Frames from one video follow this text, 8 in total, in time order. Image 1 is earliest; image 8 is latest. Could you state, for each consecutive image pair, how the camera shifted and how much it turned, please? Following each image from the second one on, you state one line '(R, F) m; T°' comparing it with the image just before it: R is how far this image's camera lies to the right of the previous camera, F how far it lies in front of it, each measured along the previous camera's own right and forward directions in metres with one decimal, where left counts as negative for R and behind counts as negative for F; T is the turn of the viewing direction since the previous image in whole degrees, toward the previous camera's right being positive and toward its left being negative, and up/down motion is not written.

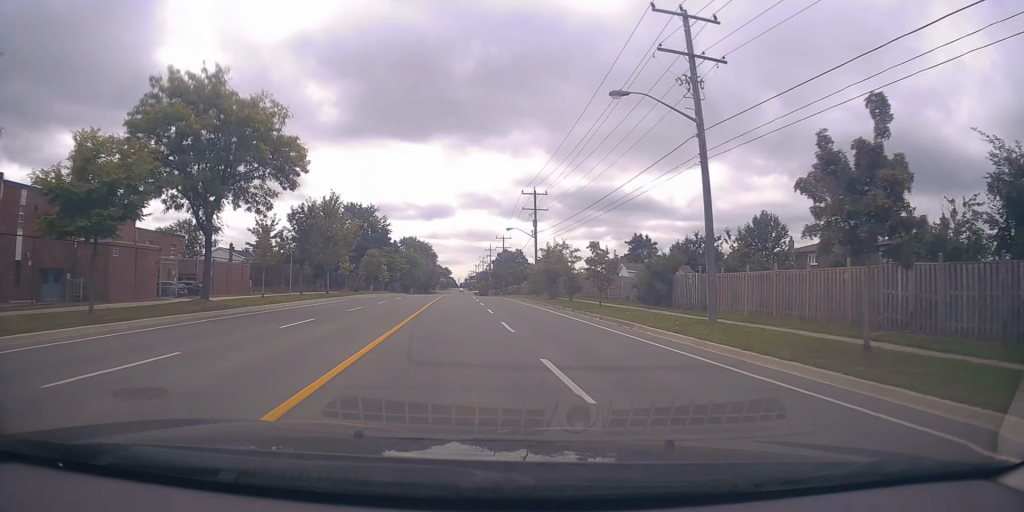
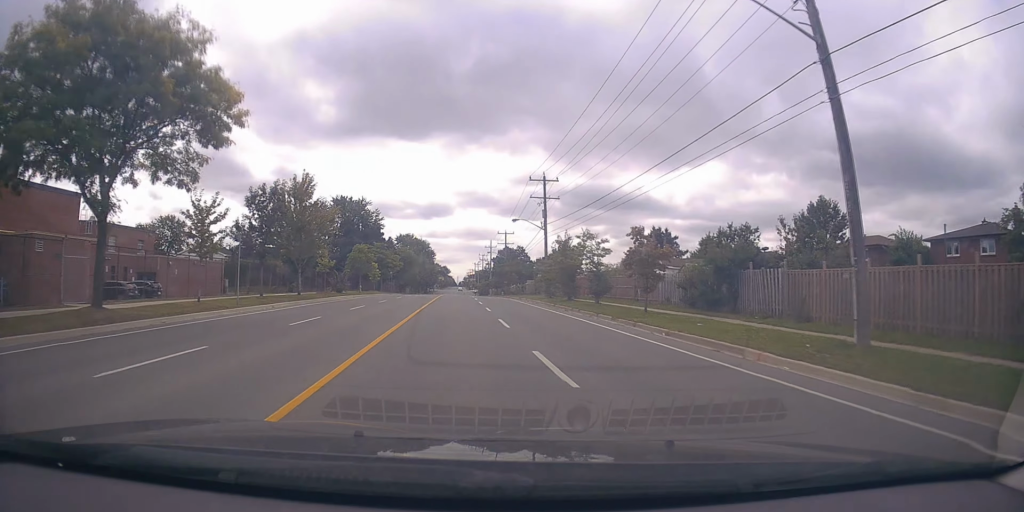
(+0.1, +8.3) m; 0°
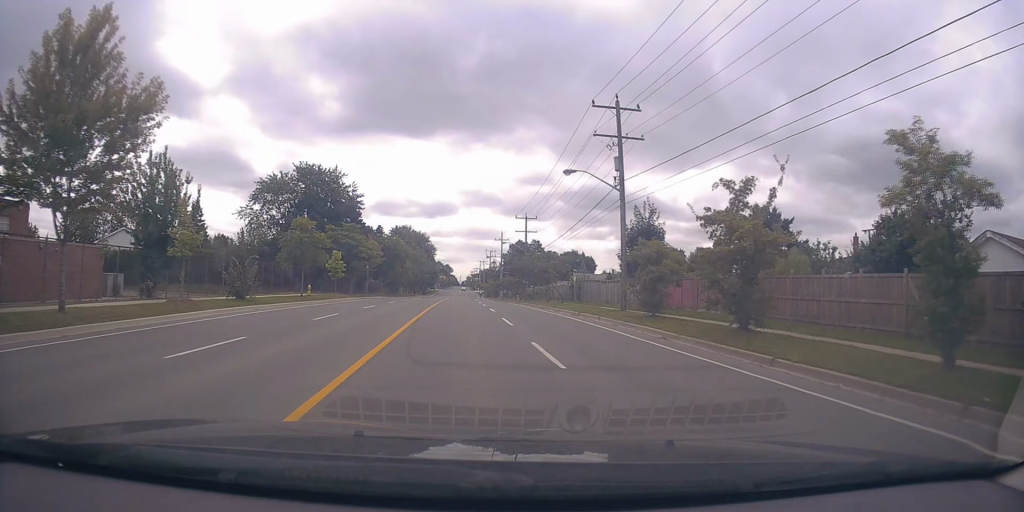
(-0.3, +25.6) m; 0°
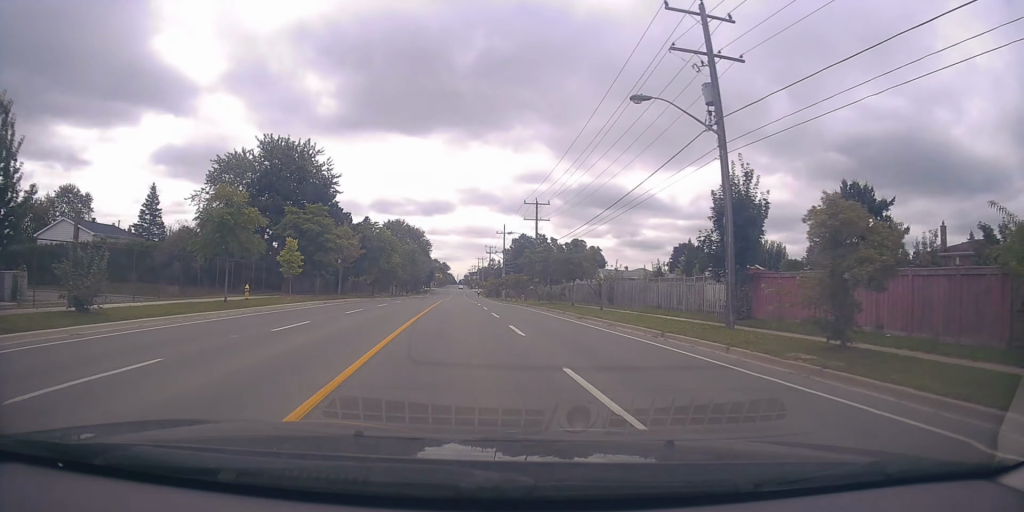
(+0.2, +13.0) m; 0°
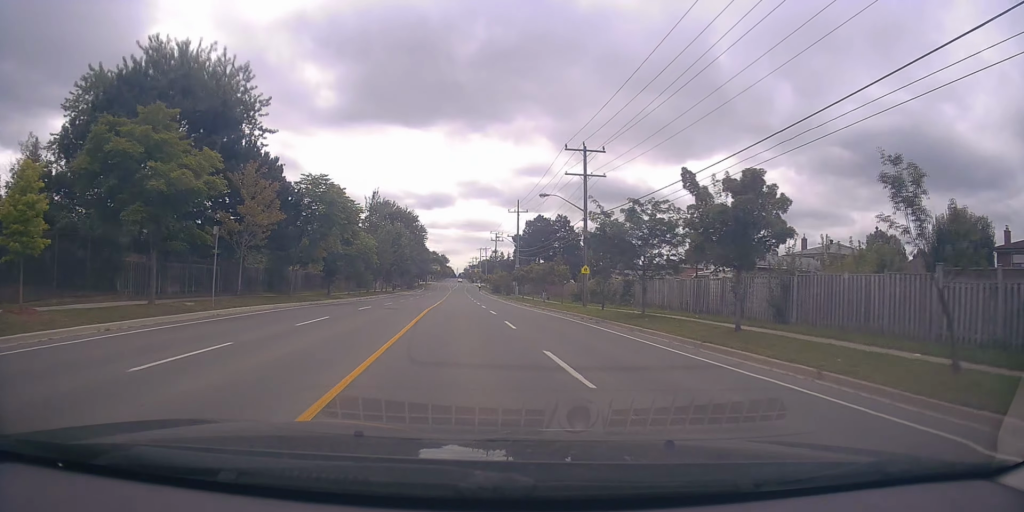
(-0.3, +24.9) m; 0°
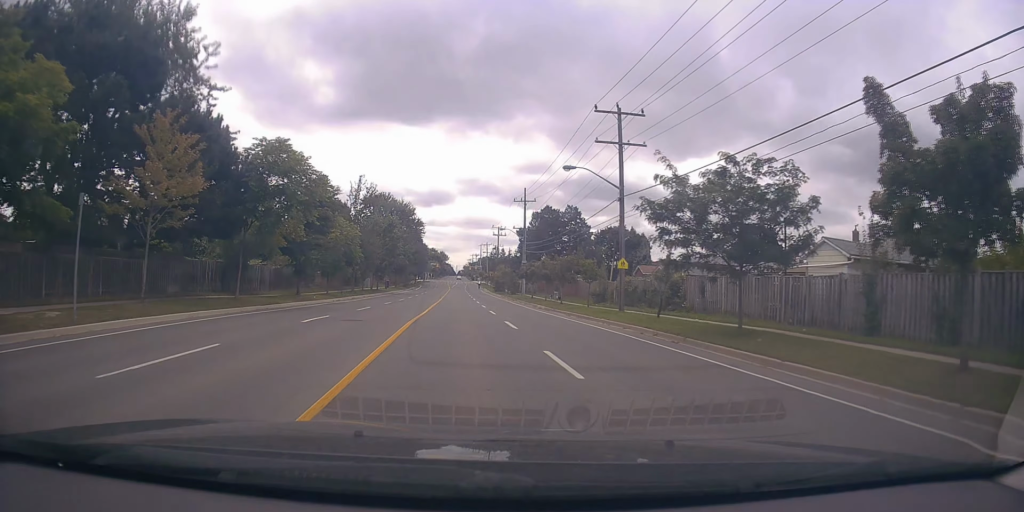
(+0.3, +9.1) m; 0°
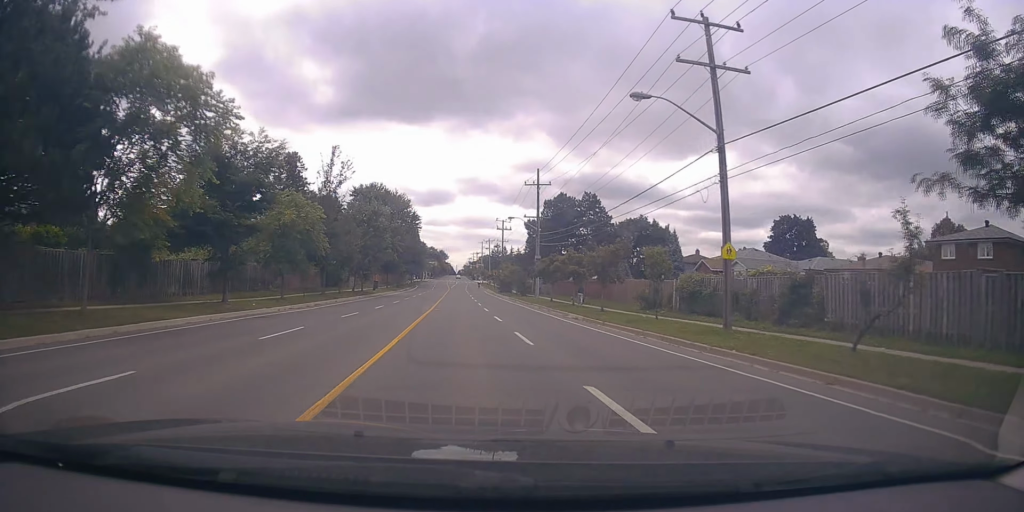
(-0.3, +12.5) m; 0°
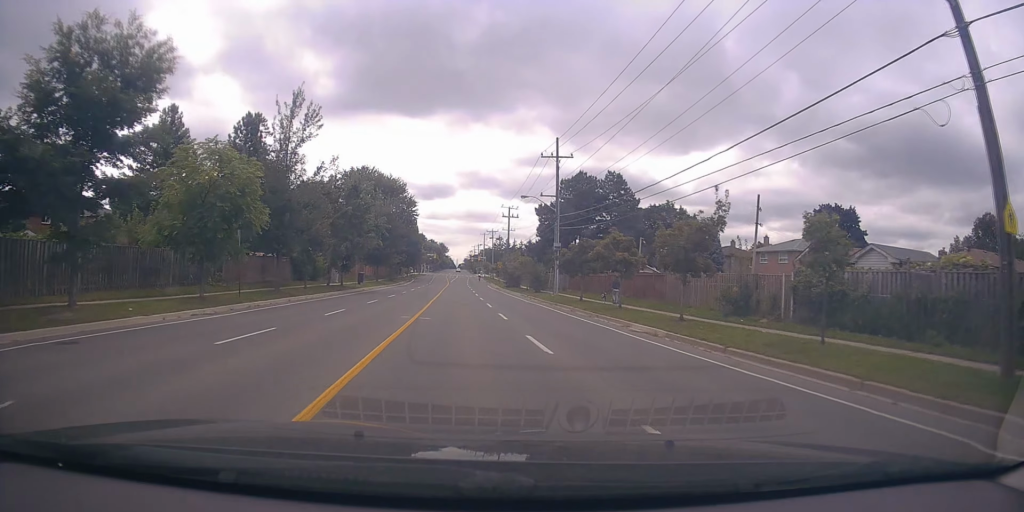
(+0.1, +11.5) m; +1°
